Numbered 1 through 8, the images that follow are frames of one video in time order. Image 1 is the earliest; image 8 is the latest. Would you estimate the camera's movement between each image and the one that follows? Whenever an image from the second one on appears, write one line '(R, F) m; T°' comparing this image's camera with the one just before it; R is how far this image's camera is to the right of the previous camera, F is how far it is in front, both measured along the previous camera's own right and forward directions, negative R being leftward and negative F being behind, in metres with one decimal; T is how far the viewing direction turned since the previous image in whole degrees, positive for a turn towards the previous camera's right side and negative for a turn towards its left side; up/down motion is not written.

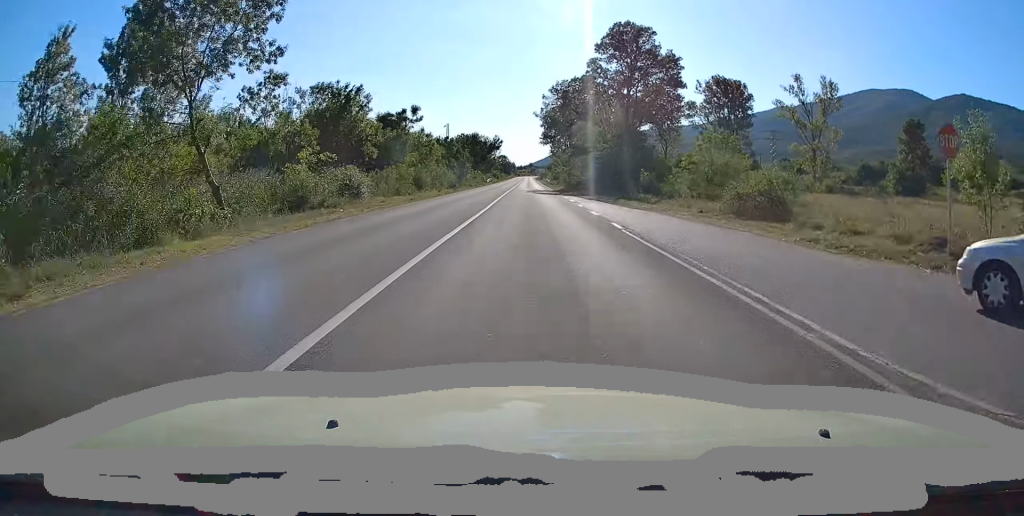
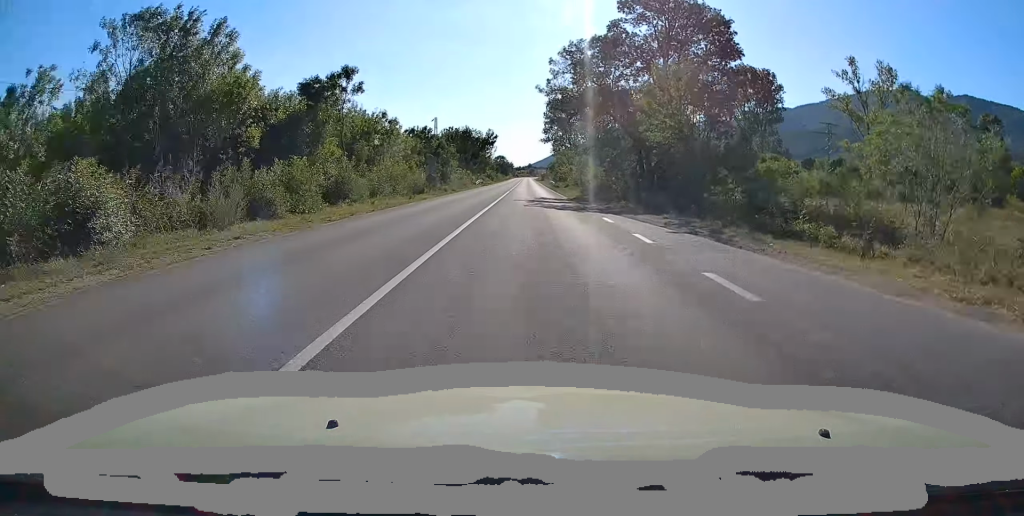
(+0.4, +21.4) m; 0°
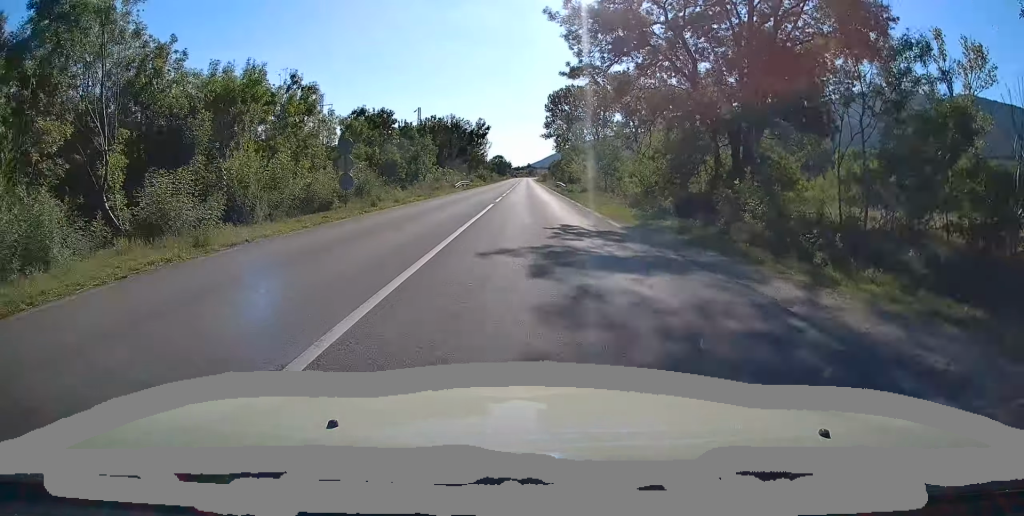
(-0.4, +23.1) m; -1°
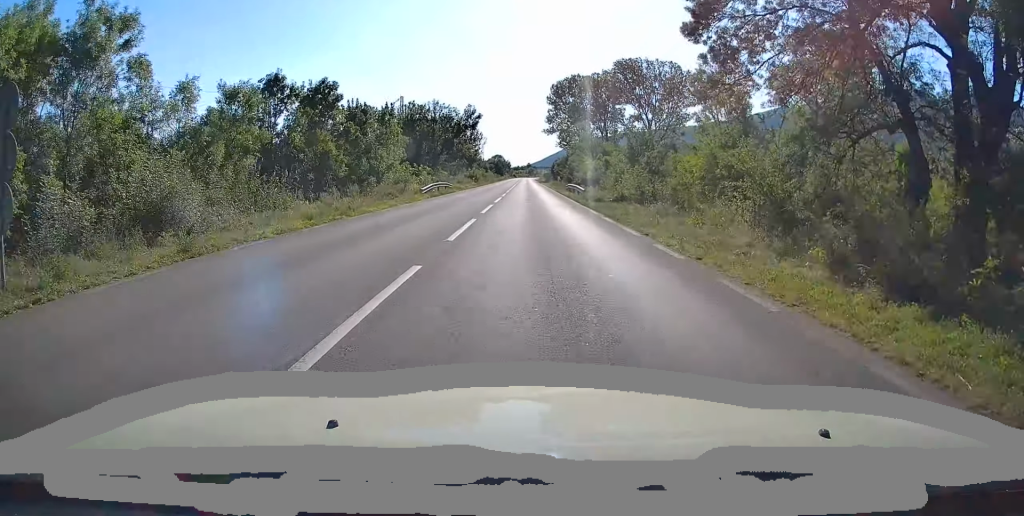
(-0.1, +18.7) m; 0°
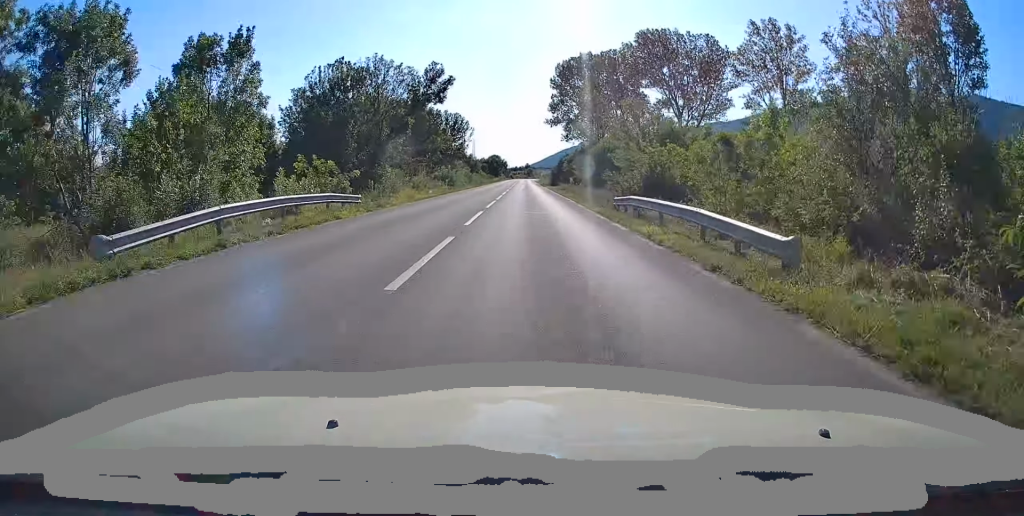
(+0.1, +31.0) m; 0°
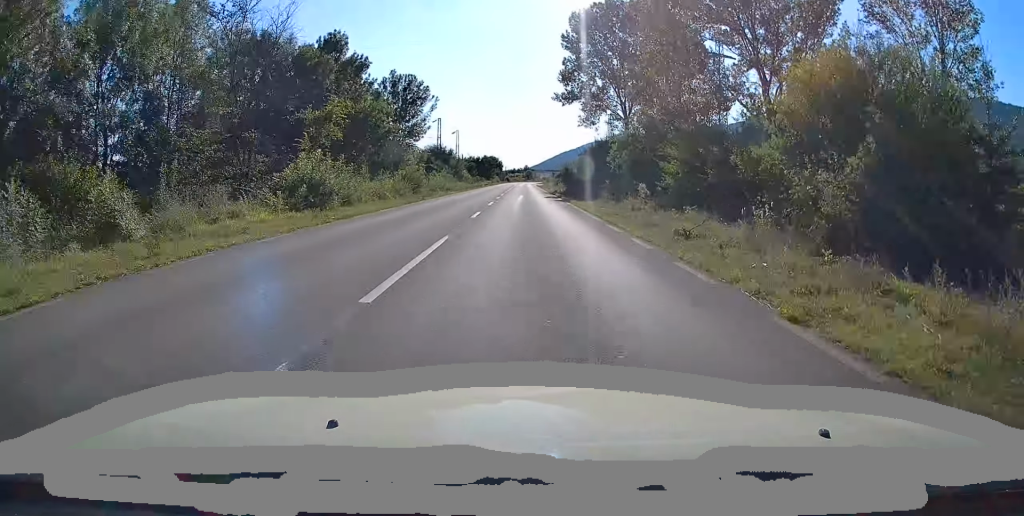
(0.0, +43.8) m; 0°
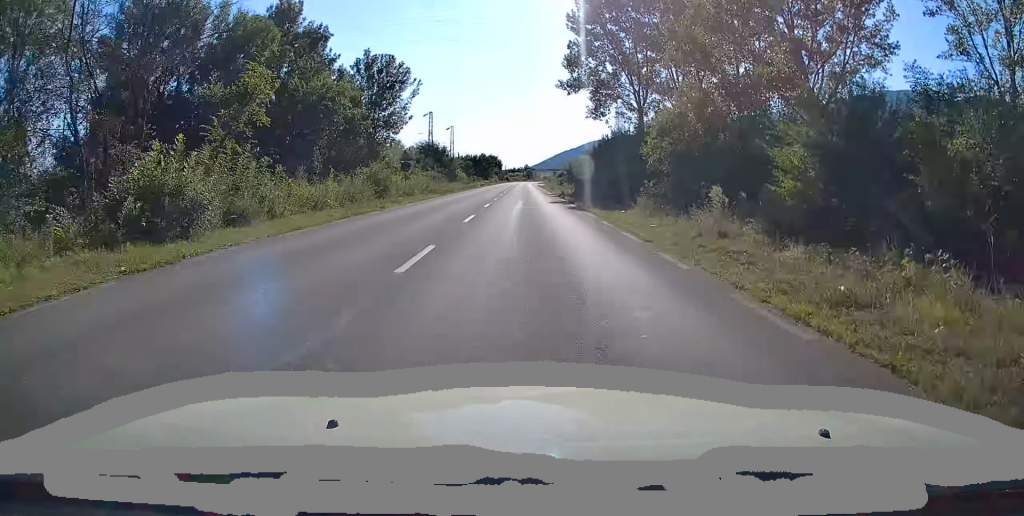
(0.0, +10.9) m; +1°
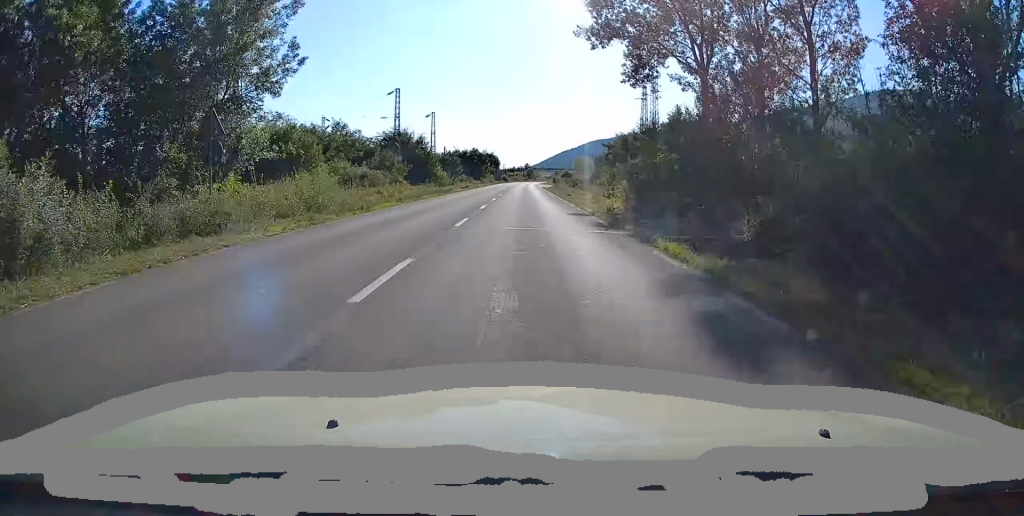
(+0.5, +28.2) m; 0°
